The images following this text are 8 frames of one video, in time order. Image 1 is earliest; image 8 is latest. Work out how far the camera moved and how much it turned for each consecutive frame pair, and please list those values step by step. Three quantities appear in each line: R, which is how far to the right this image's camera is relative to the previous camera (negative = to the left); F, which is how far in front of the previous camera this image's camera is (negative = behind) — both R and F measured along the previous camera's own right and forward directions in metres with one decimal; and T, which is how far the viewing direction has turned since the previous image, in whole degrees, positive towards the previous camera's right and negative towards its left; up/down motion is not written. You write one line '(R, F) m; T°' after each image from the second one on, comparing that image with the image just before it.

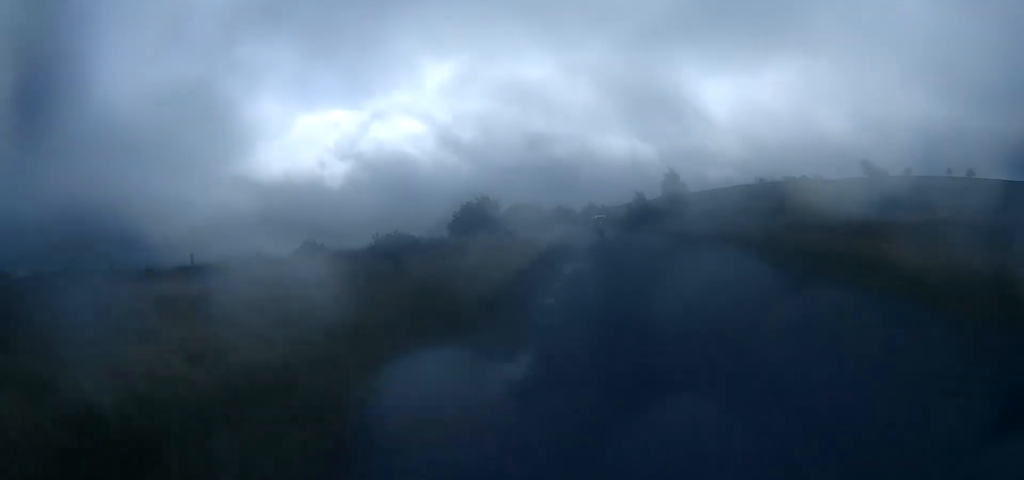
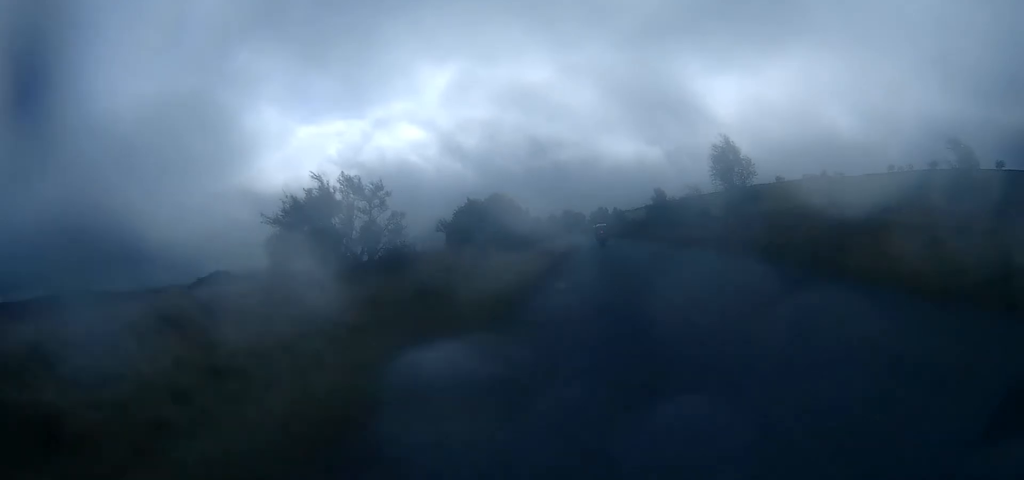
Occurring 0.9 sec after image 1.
(-0.2, +17.6) m; -1°
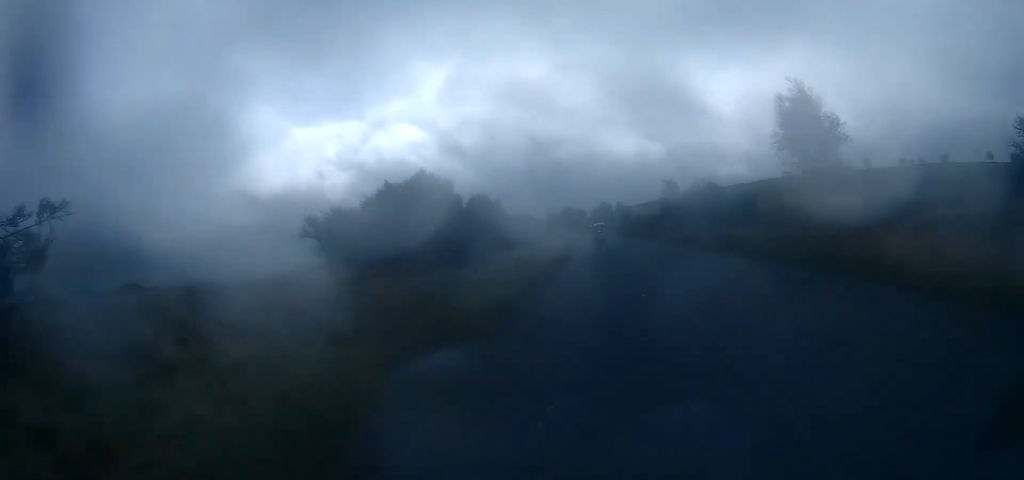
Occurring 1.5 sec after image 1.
(0.0, +10.3) m; 0°
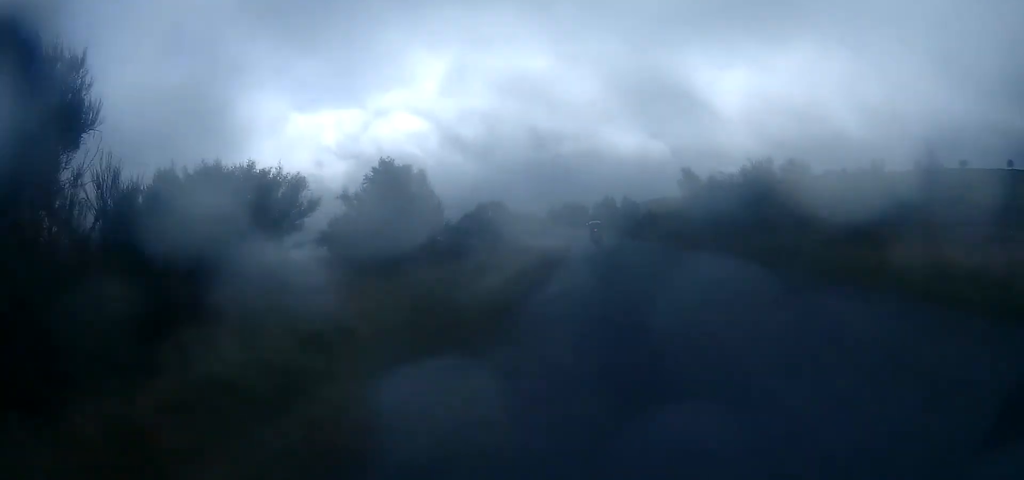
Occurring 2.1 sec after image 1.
(-0.1, +11.7) m; -1°
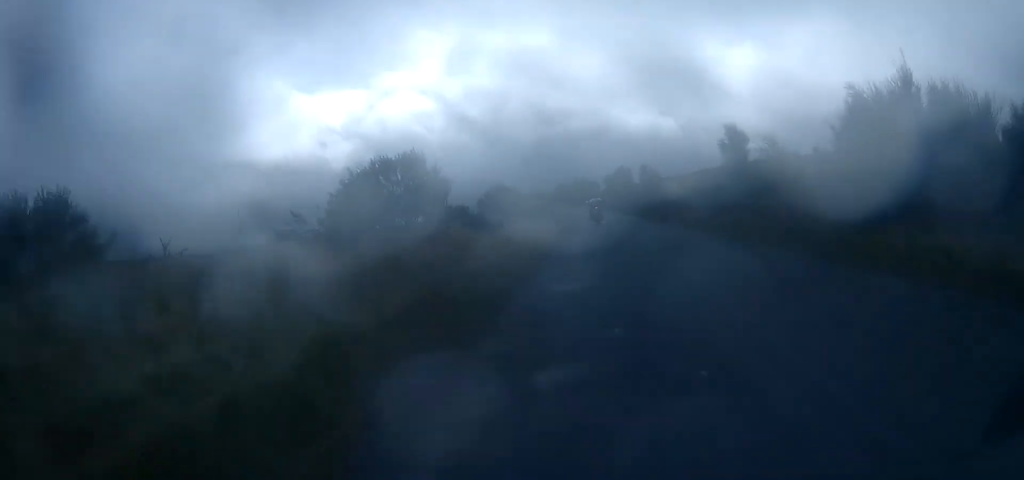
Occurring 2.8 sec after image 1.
(-0.1, +14.8) m; -1°
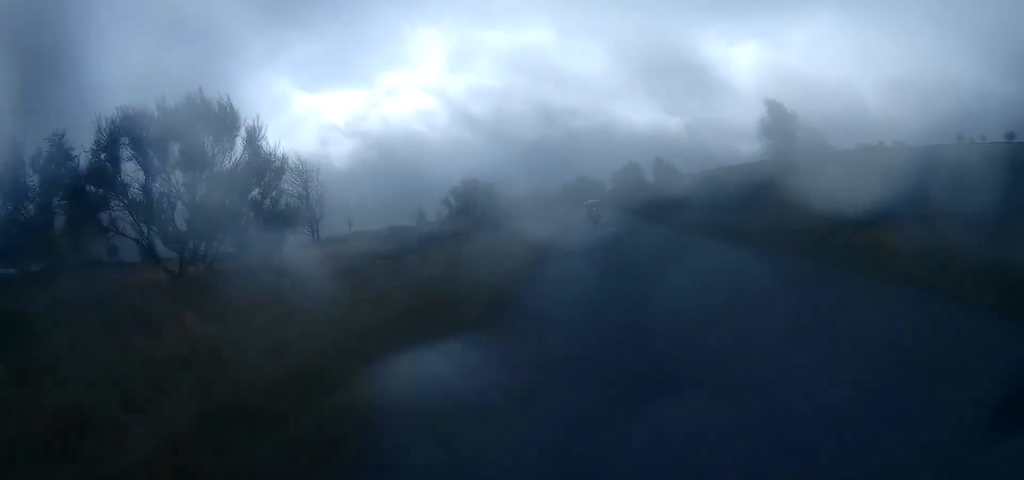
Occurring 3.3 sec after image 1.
(0.0, +9.0) m; -1°
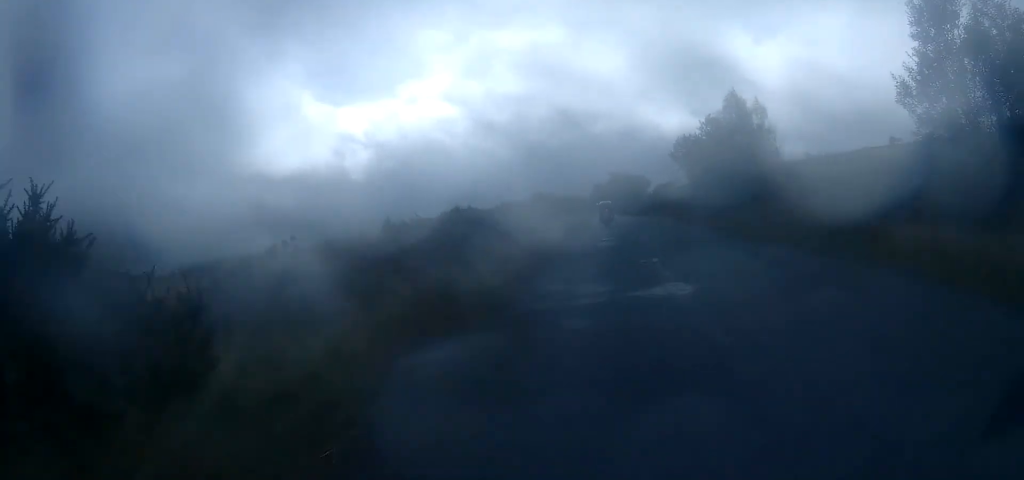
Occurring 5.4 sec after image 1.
(-1.0, +39.7) m; -2°
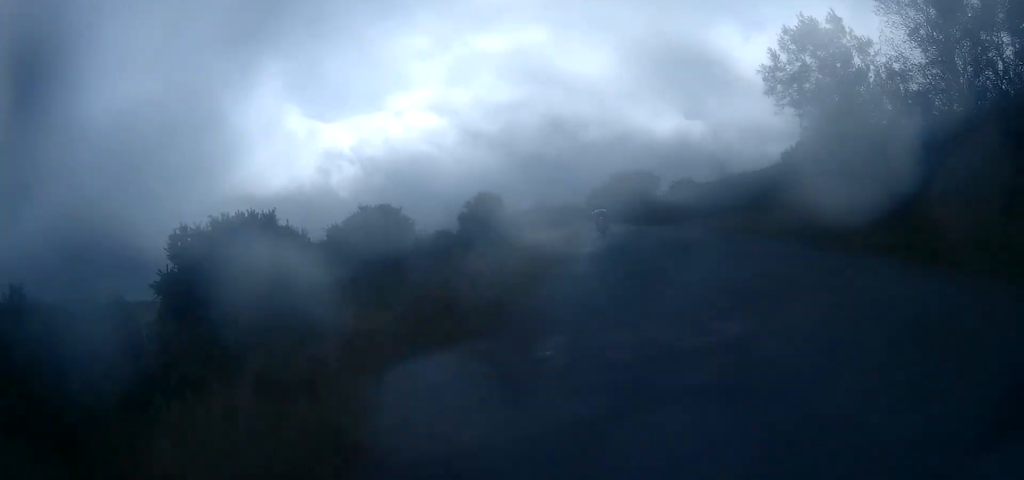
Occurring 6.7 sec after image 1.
(+0.1, +22.4) m; 0°
